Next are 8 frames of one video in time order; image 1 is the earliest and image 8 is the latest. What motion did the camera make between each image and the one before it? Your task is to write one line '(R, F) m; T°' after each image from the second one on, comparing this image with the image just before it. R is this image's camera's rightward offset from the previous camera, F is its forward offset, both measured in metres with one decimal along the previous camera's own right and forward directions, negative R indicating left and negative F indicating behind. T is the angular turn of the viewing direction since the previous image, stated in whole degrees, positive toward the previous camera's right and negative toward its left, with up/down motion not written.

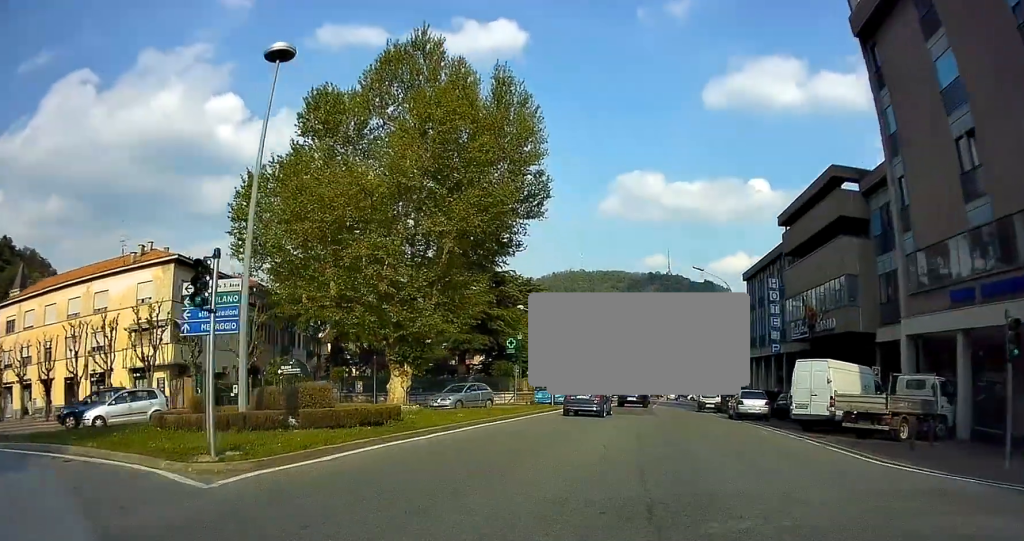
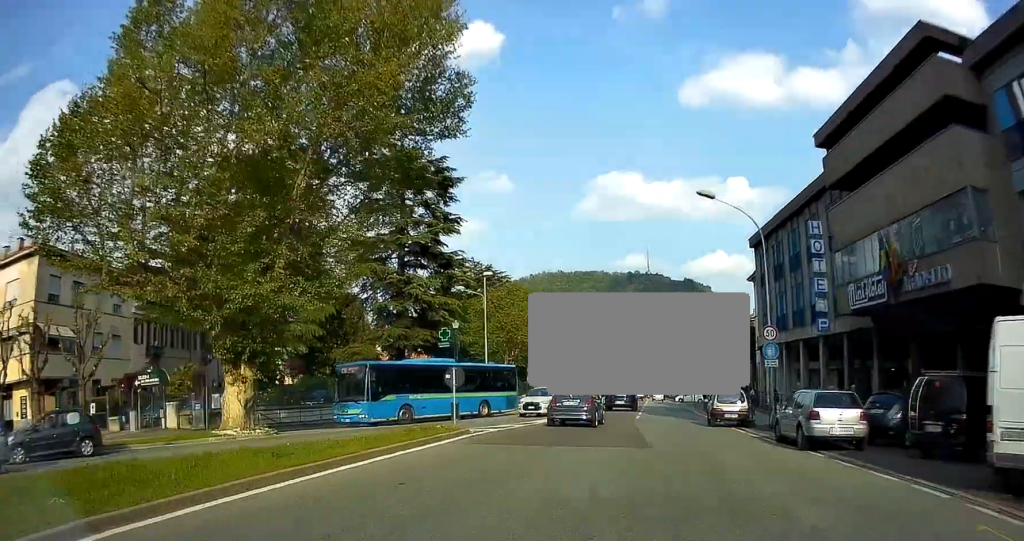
(+0.2, +13.8) m; +2°
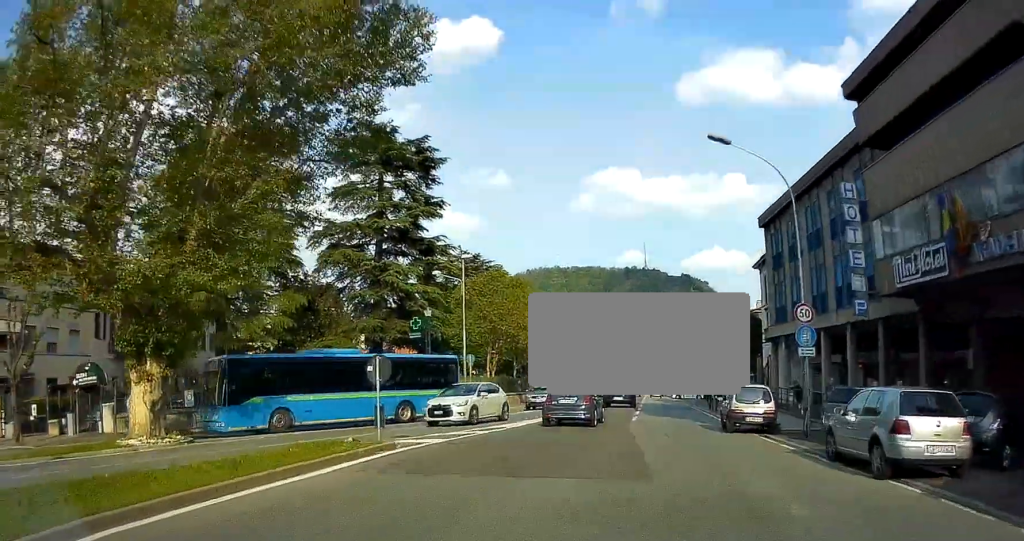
(+0.1, +4.7) m; 0°
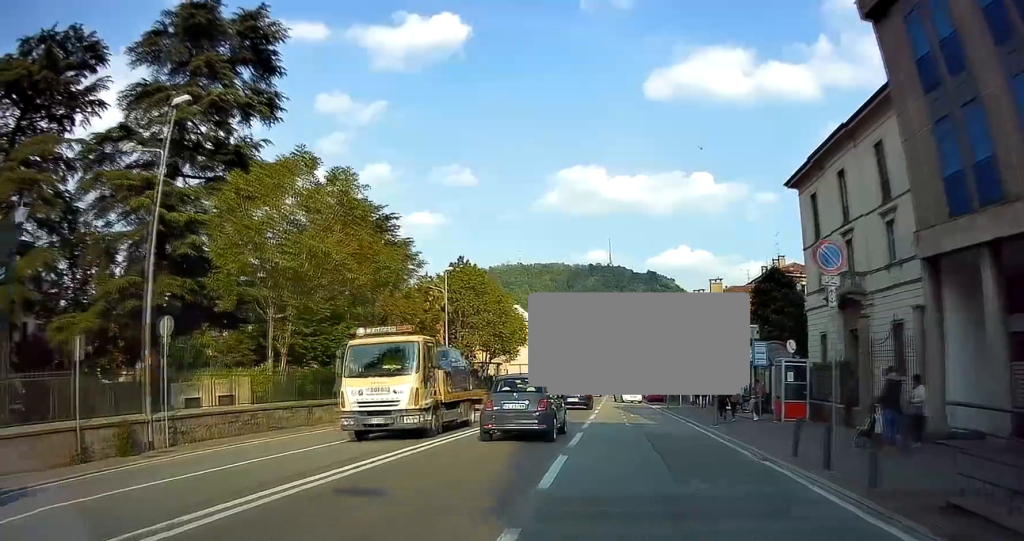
(+0.8, +25.4) m; +3°
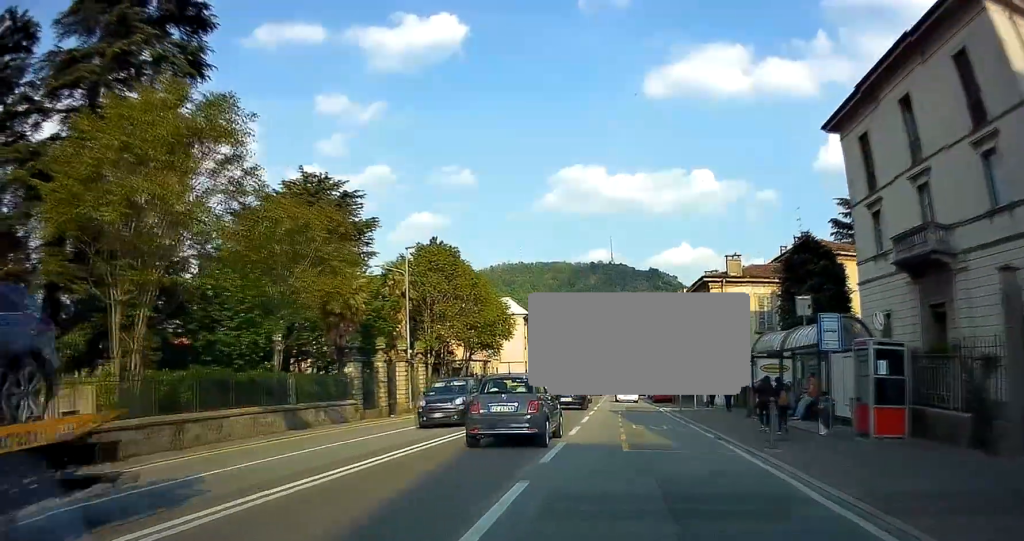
(0.0, +9.7) m; 0°
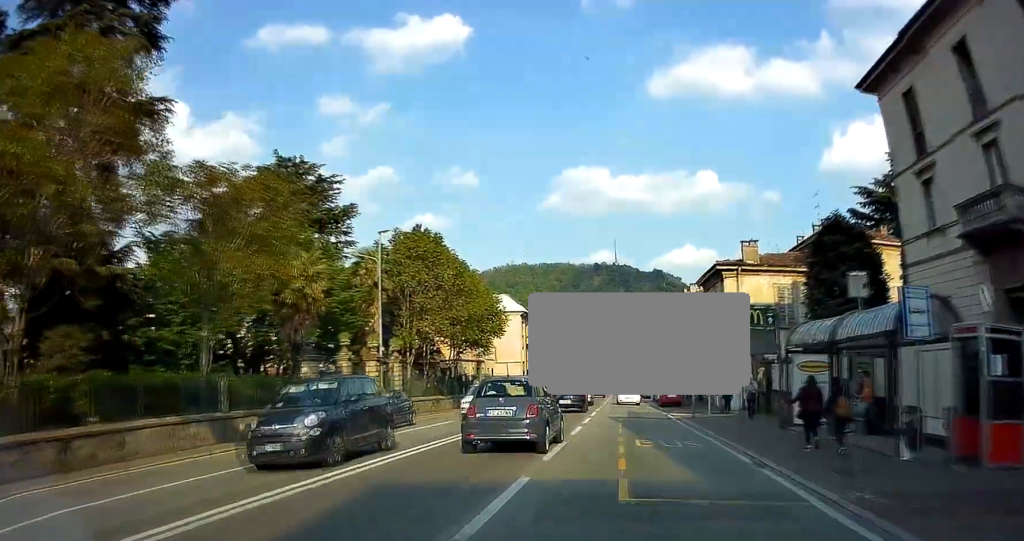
(-0.2, +6.0) m; 0°
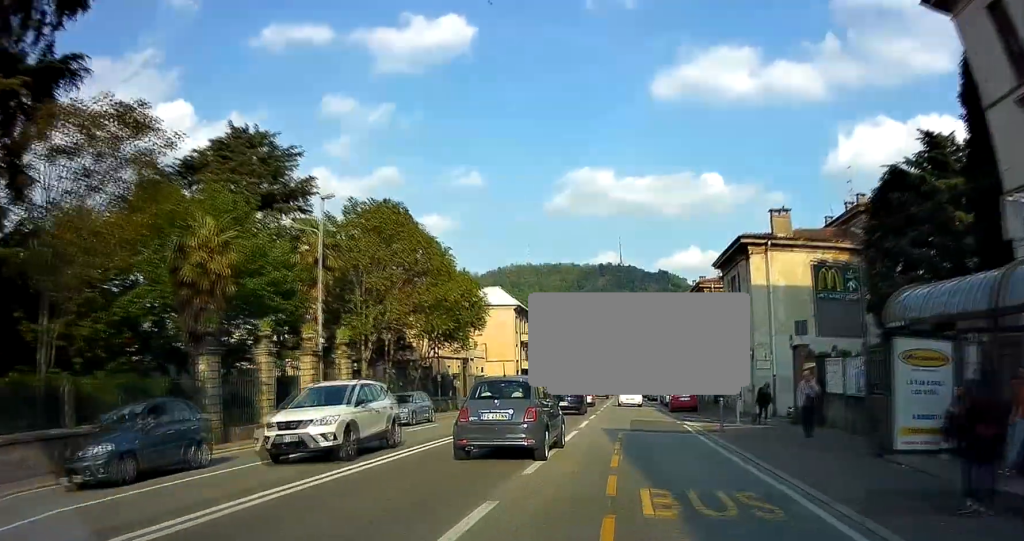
(+0.1, +8.9) m; 0°
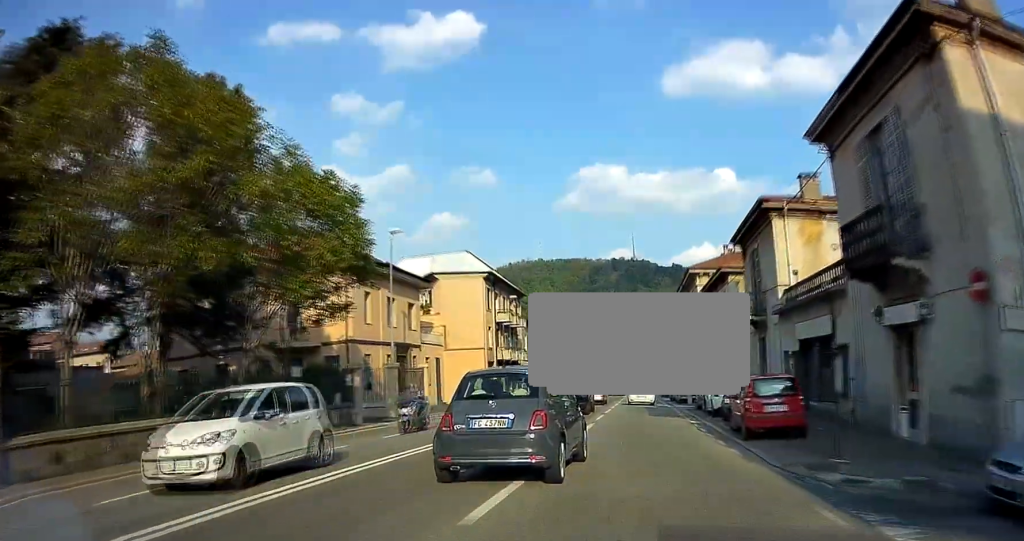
(+0.3, +21.1) m; 0°
